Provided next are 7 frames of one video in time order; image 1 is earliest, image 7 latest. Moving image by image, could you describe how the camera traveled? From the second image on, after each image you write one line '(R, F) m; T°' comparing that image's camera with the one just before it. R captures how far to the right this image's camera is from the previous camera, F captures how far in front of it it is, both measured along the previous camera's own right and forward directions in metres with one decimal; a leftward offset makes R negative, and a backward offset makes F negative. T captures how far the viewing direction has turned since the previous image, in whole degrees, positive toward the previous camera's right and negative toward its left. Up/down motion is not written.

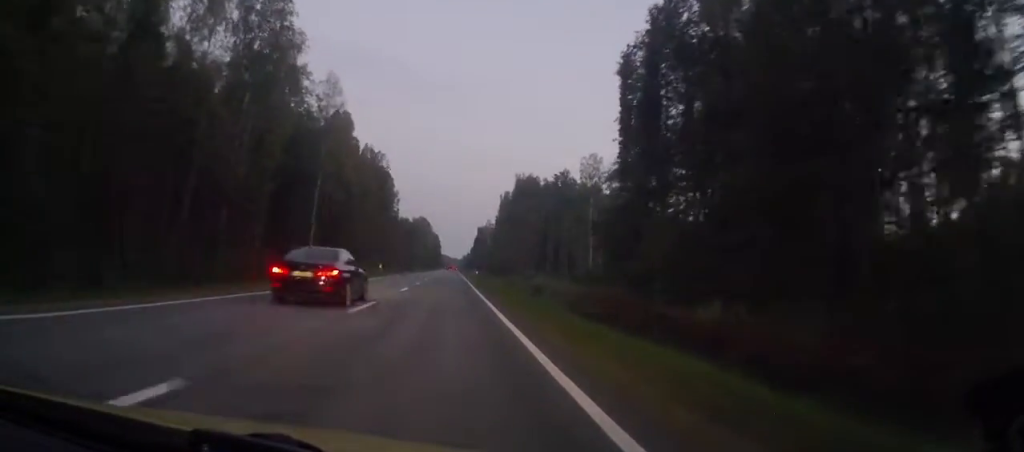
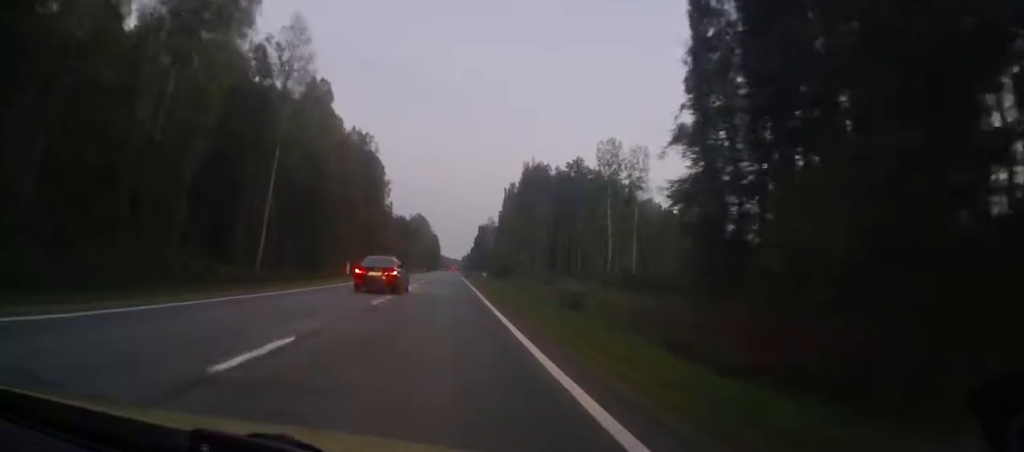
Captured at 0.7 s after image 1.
(+0.2, +20.1) m; 0°
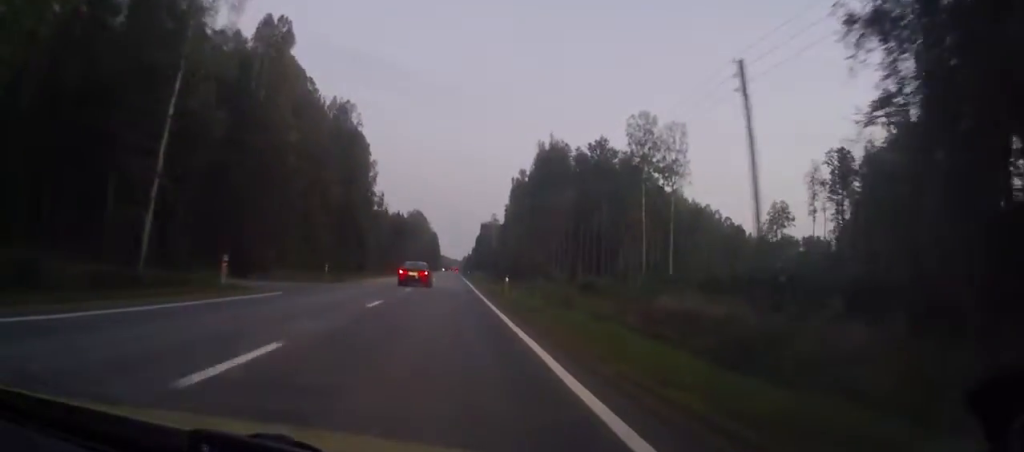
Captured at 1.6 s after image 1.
(+0.2, +24.8) m; -1°
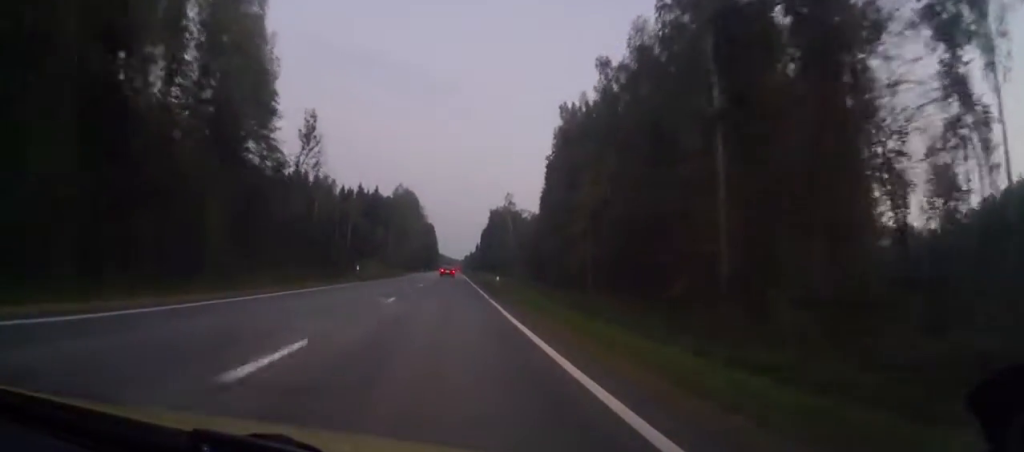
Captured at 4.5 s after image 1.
(+0.6, +82.9) m; +3°
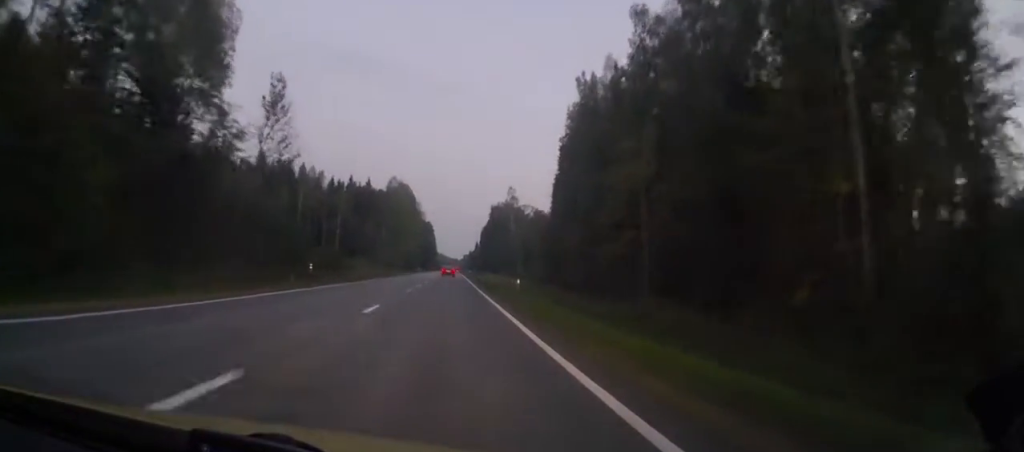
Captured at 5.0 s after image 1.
(-0.4, +15.3) m; -1°
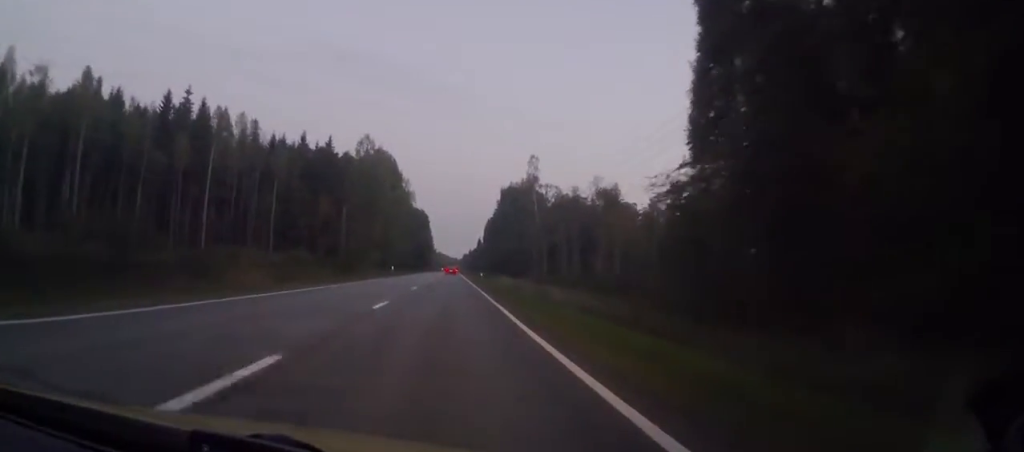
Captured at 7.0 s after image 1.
(-0.6, +57.4) m; -1°
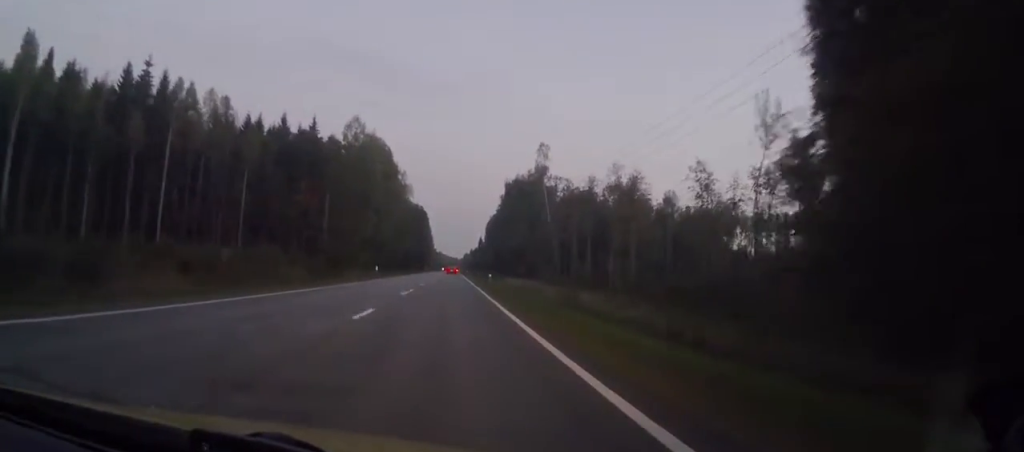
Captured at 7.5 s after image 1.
(0.0, +15.4) m; 0°
